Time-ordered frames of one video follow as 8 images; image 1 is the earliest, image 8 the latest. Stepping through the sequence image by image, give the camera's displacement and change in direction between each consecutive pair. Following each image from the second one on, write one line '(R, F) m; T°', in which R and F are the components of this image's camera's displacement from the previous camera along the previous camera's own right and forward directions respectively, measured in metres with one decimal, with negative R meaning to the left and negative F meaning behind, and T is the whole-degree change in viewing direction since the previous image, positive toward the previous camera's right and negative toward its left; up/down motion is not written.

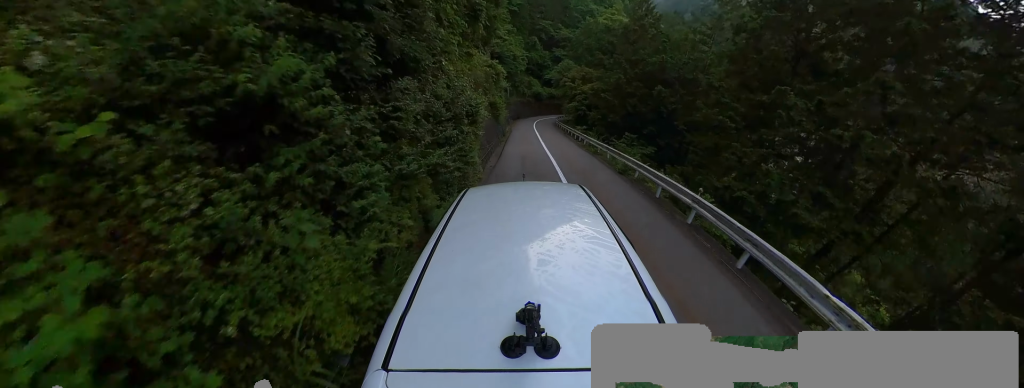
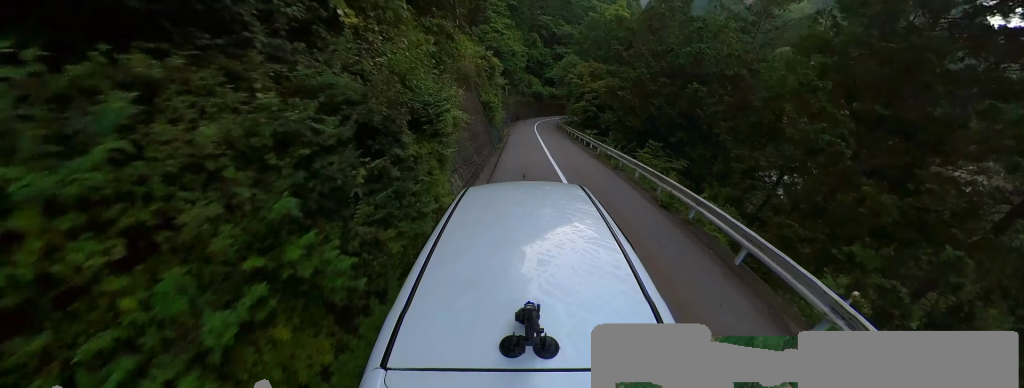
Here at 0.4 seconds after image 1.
(0.0, +3.9) m; 0°
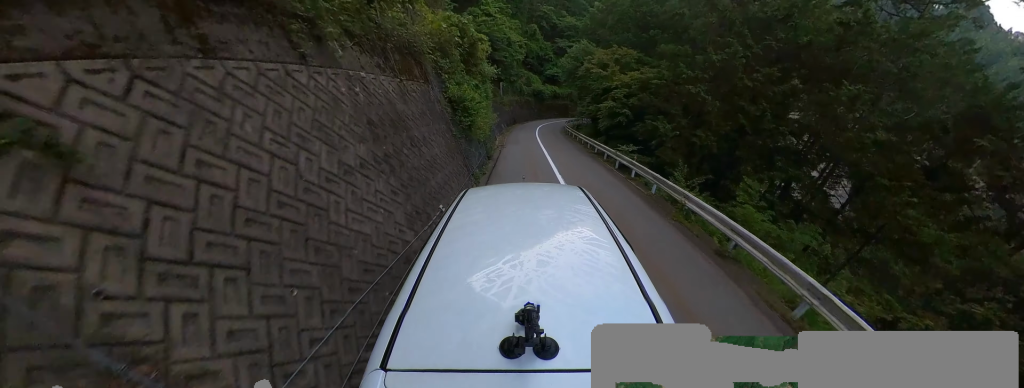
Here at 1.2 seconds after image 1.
(0.0, +7.5) m; 0°
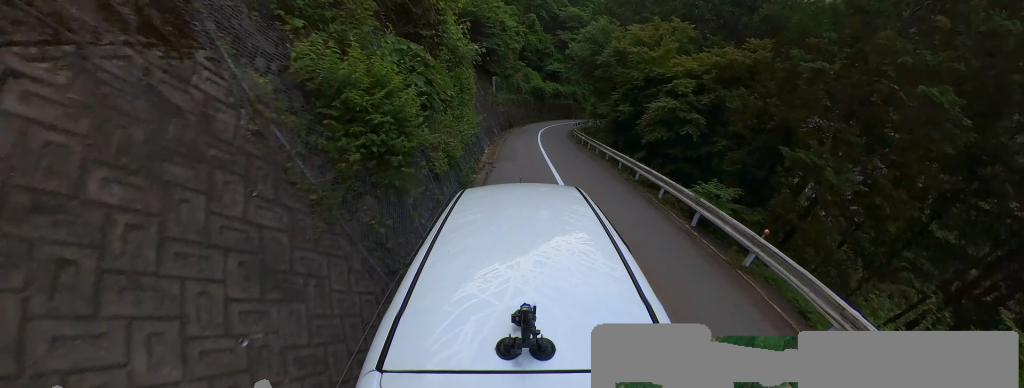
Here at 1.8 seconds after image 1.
(0.0, +6.6) m; 0°
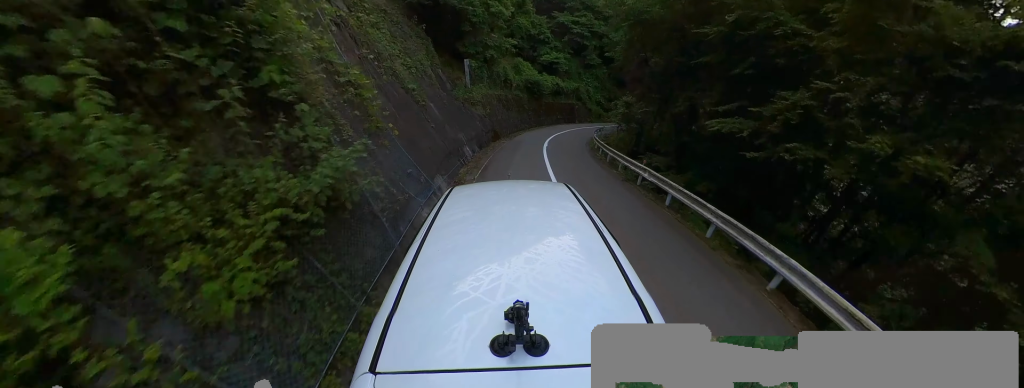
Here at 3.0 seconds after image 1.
(0.0, +10.7) m; 0°
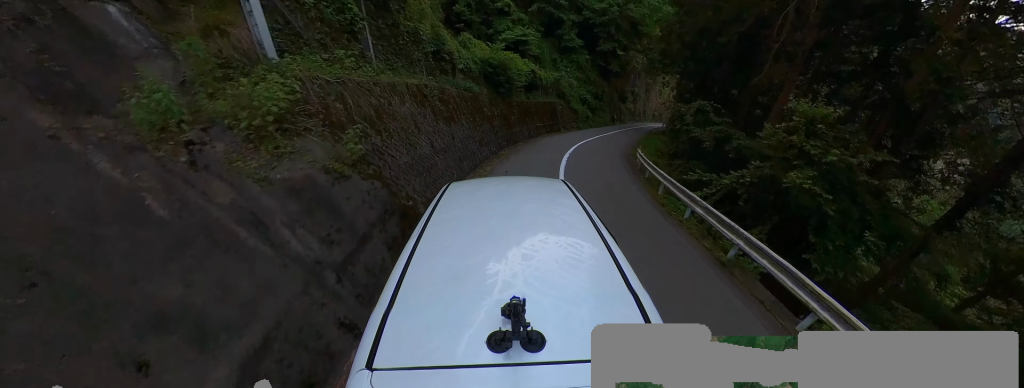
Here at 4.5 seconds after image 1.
(+2.1, +12.7) m; +25°
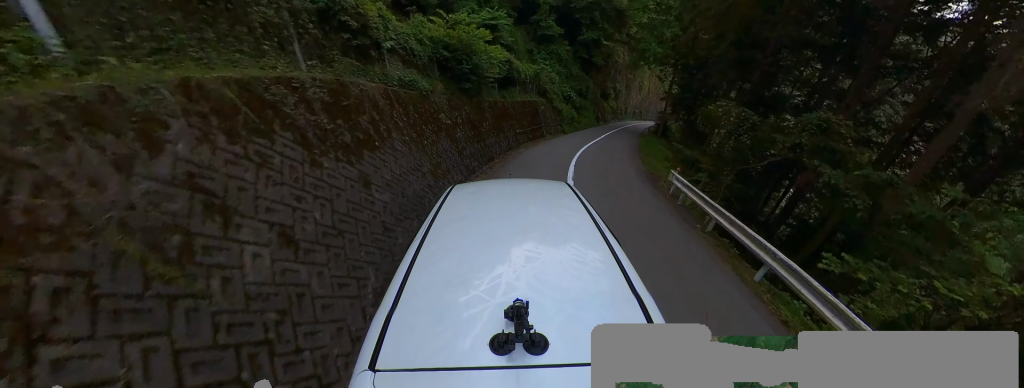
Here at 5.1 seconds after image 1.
(+0.6, +5.0) m; +10°
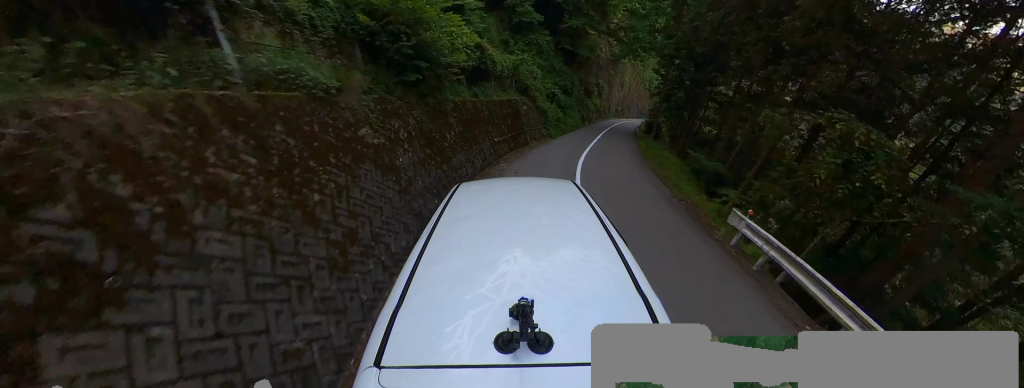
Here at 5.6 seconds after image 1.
(+0.3, +4.0) m; +2°
